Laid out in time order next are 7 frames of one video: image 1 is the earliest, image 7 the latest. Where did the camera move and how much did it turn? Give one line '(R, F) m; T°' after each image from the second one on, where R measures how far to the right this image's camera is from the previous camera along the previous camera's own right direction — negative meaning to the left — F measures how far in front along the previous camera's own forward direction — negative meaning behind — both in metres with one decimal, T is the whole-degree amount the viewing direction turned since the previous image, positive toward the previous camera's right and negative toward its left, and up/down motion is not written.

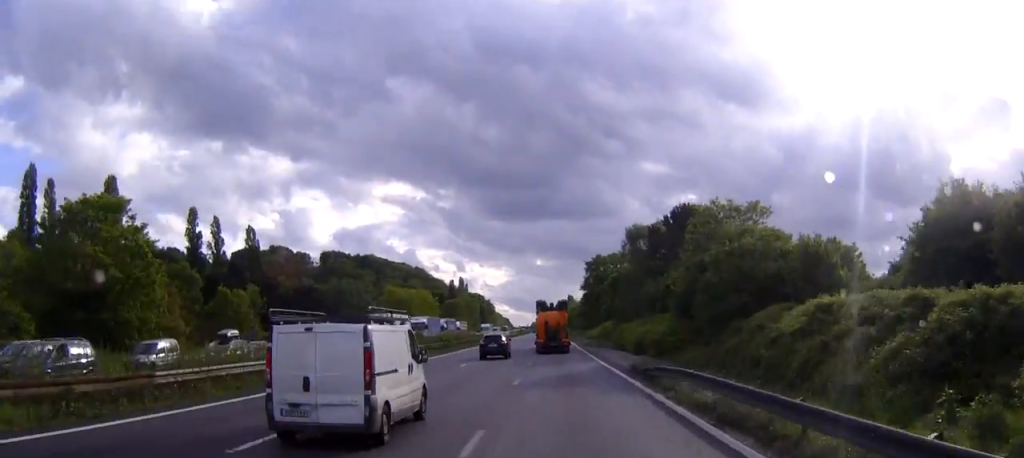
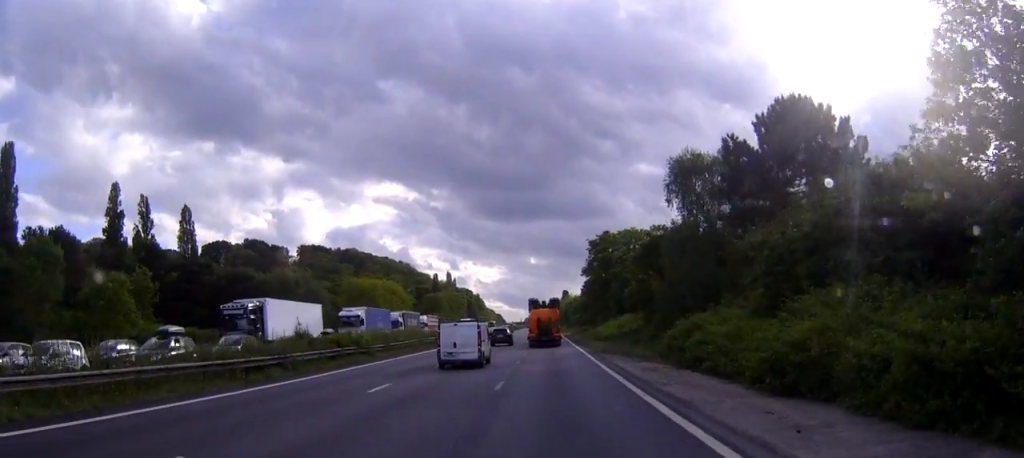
(+0.2, +31.5) m; 0°
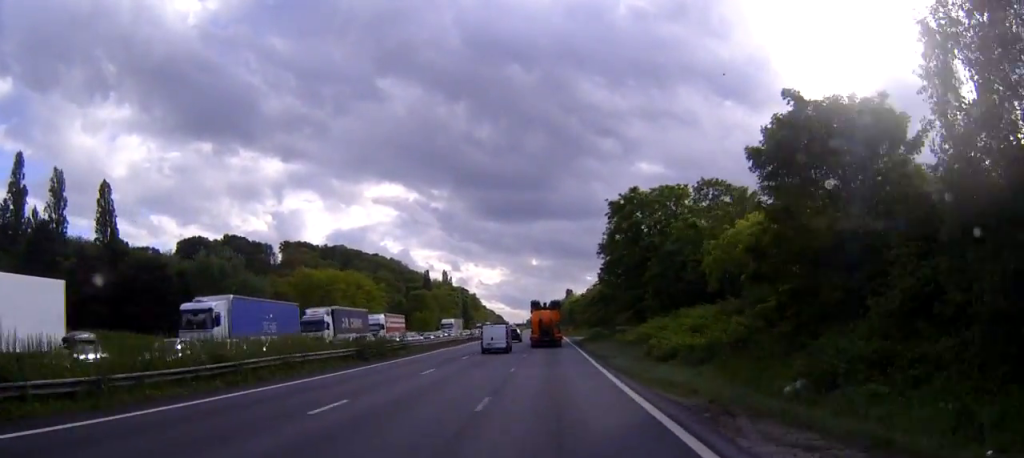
(-0.1, +31.6) m; 0°
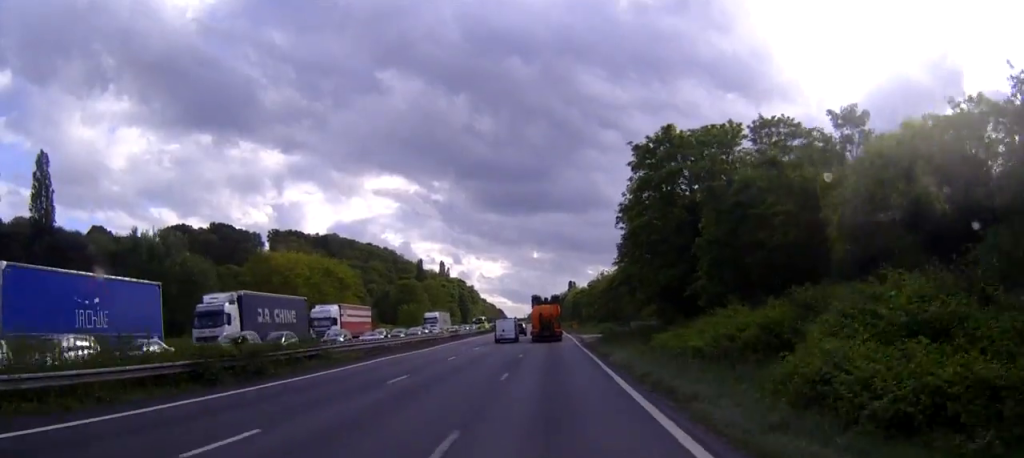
(+0.1, +19.5) m; 0°
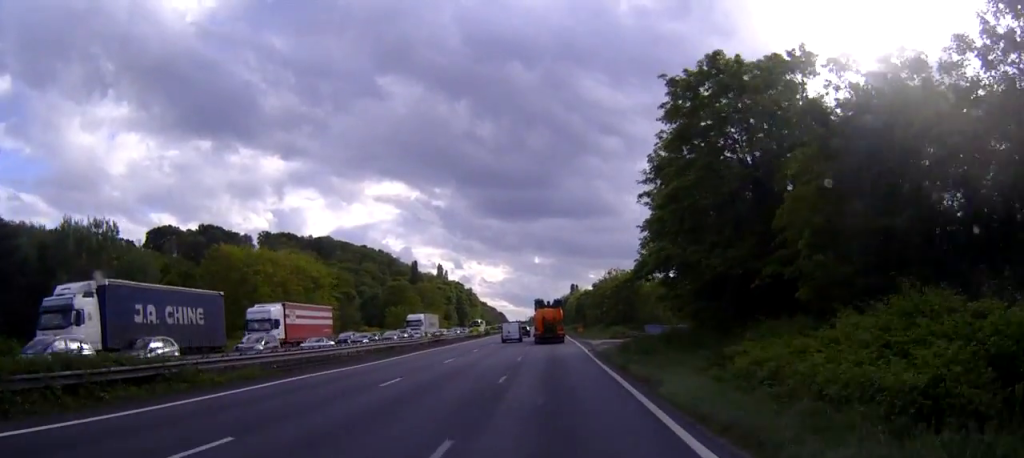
(-0.1, +14.8) m; 0°
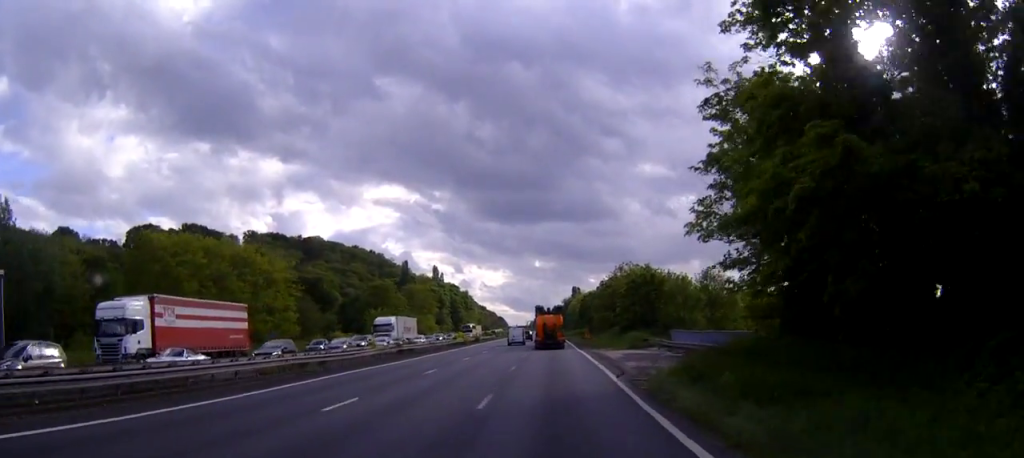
(-0.1, +18.8) m; 0°
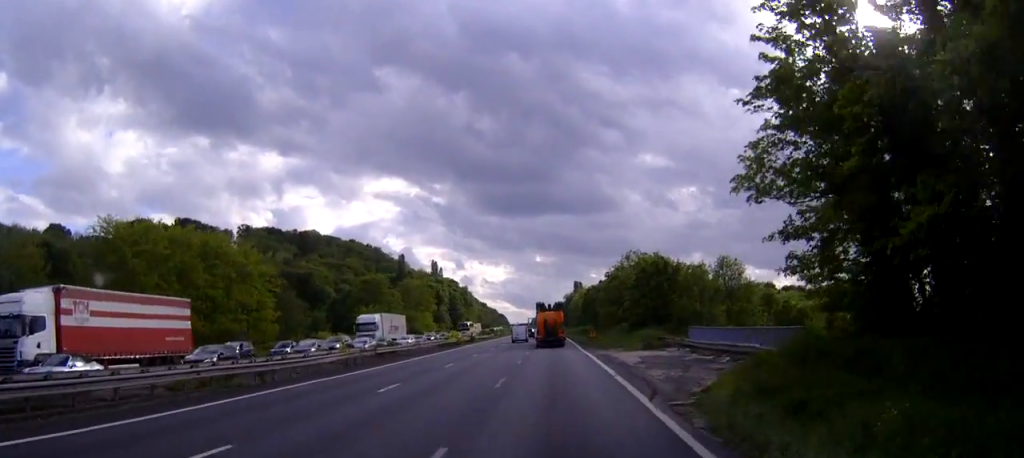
(0.0, +8.1) m; 0°
